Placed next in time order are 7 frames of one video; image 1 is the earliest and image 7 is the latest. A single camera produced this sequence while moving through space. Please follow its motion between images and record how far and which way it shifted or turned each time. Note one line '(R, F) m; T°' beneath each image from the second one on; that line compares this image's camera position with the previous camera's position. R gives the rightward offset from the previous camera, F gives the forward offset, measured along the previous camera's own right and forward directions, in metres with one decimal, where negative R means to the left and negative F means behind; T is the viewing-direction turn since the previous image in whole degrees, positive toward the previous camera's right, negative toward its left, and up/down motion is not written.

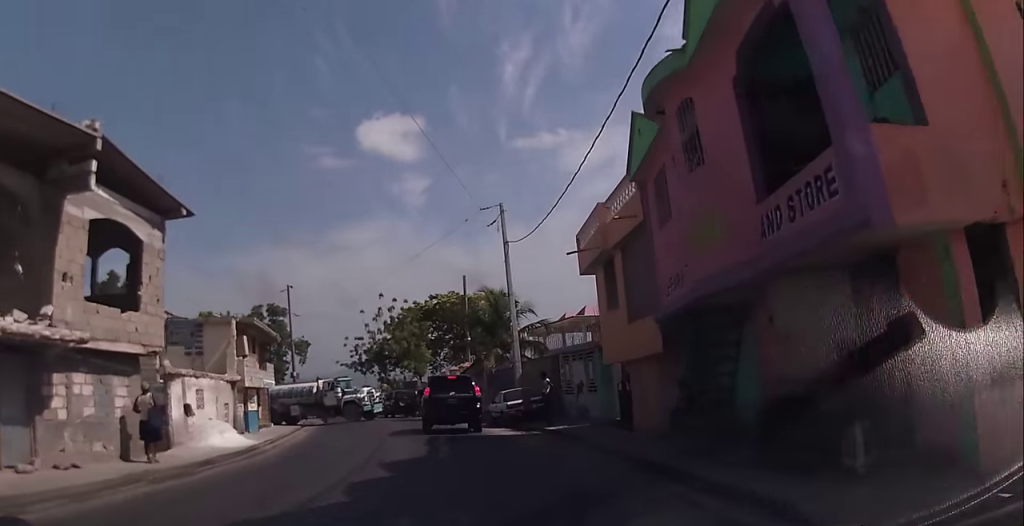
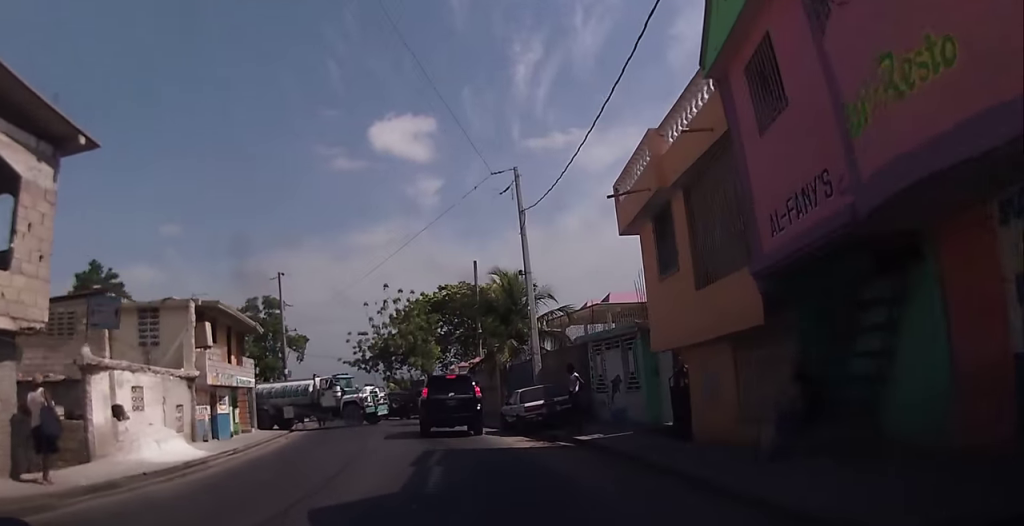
(+0.2, +5.3) m; -2°
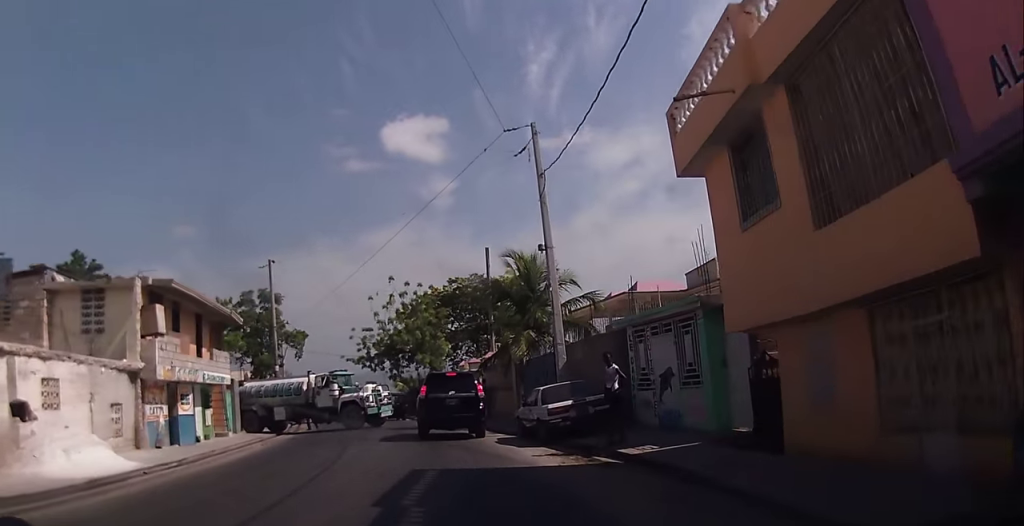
(-0.2, +4.8) m; -1°
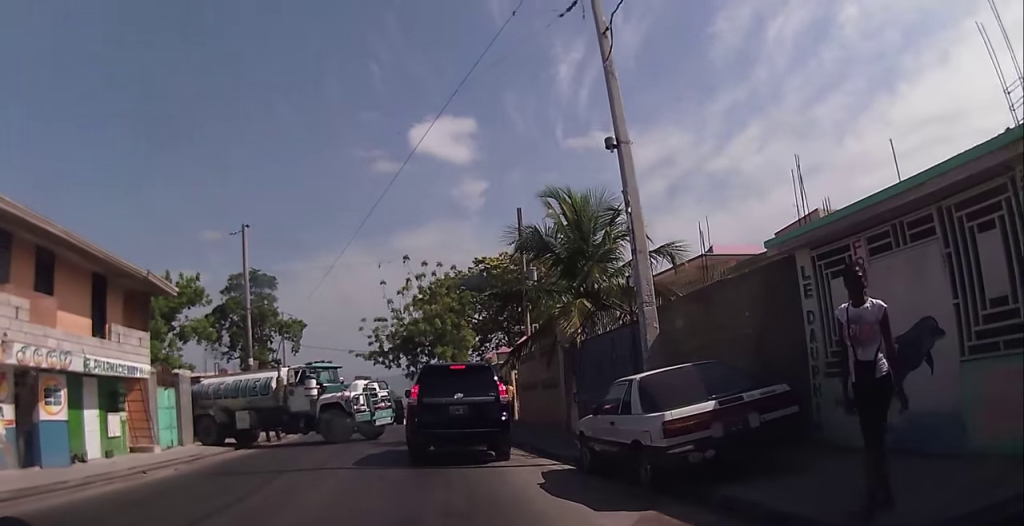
(+0.1, +9.7) m; +1°
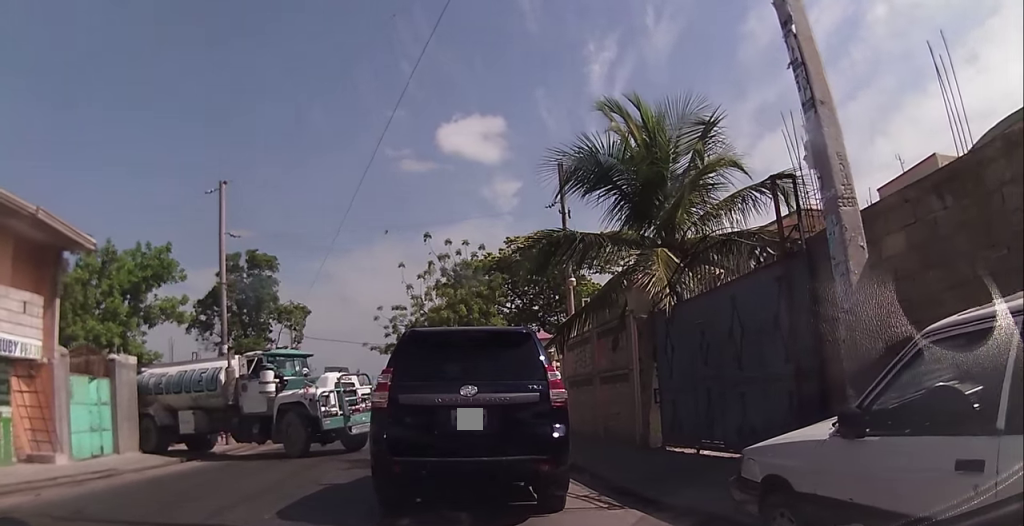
(0.0, +7.6) m; +4°
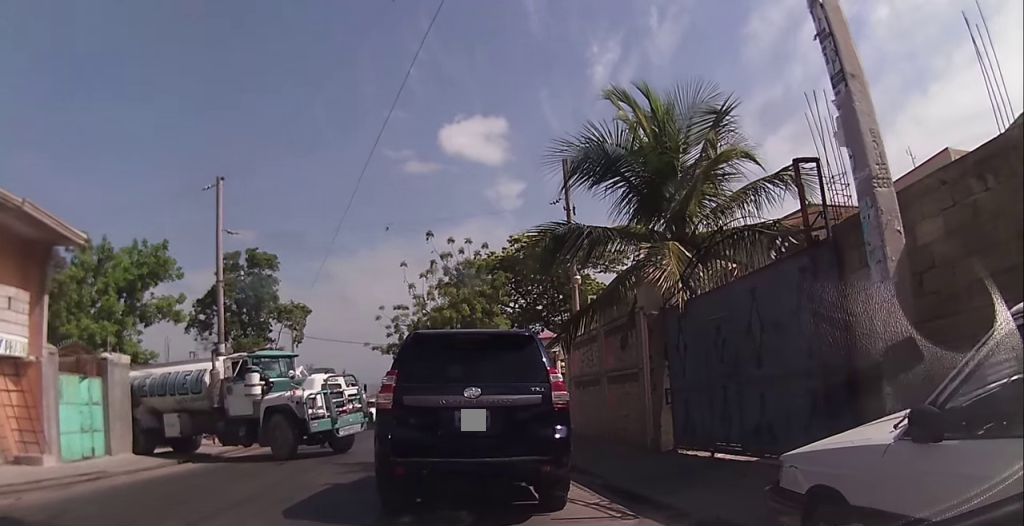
(-0.2, +0.6) m; 0°
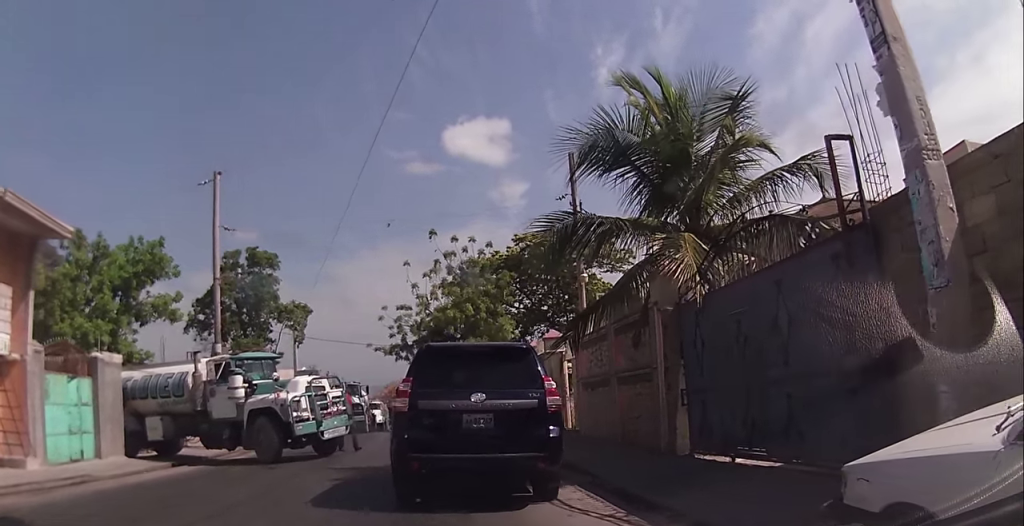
(-0.3, +0.7) m; 0°
